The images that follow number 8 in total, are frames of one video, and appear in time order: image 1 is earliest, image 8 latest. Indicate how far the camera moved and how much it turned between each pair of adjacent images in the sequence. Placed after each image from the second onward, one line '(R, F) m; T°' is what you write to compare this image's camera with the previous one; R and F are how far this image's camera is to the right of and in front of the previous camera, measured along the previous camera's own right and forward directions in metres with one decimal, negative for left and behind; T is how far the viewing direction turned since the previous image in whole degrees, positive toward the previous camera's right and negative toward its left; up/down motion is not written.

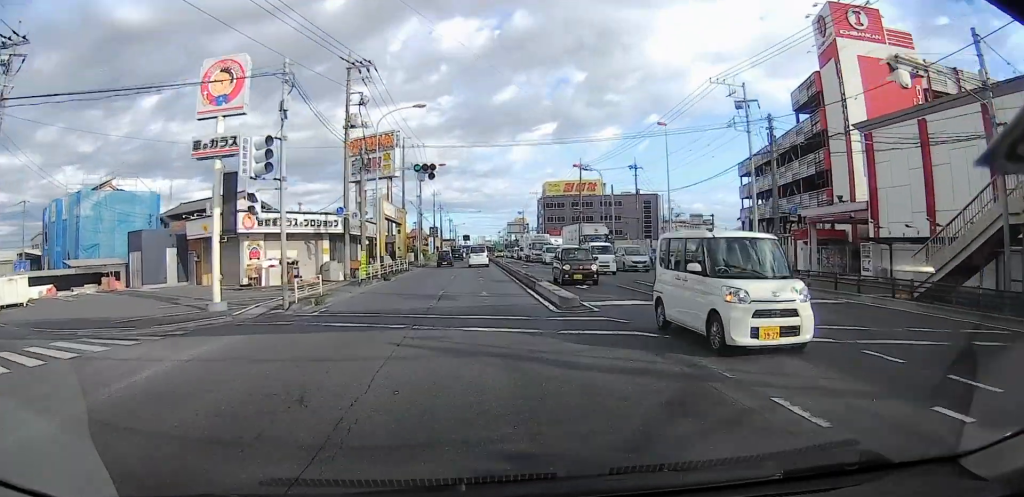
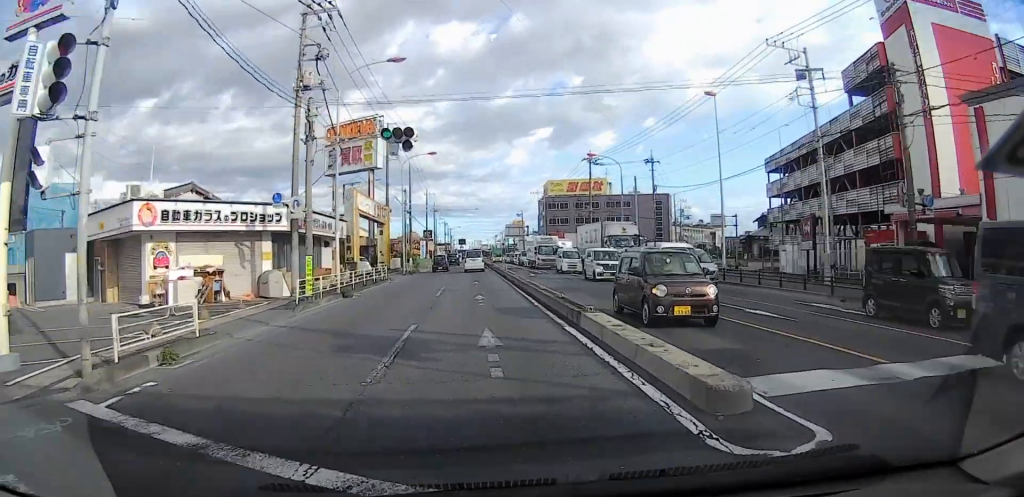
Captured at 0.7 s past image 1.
(-0.1, +8.0) m; -2°
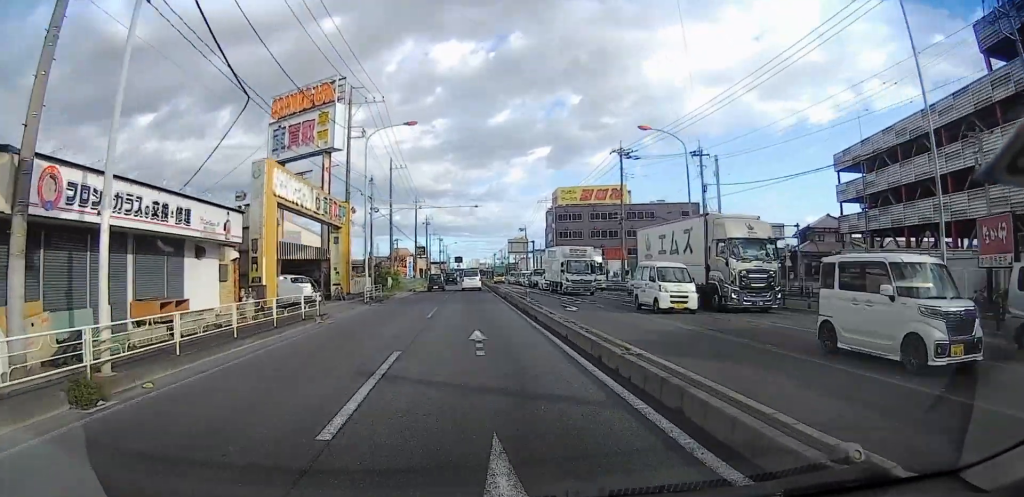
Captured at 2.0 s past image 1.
(-0.4, +14.8) m; -1°
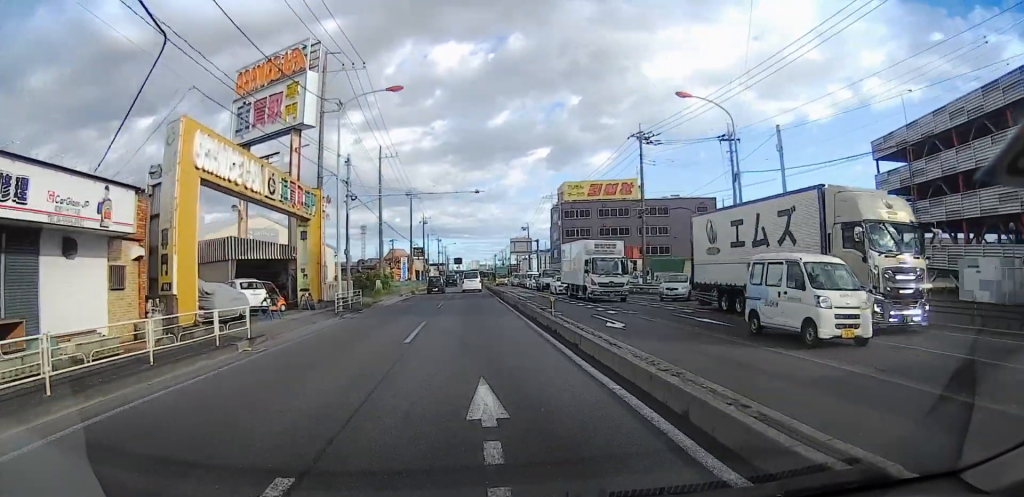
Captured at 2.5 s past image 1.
(+0.1, +6.9) m; 0°
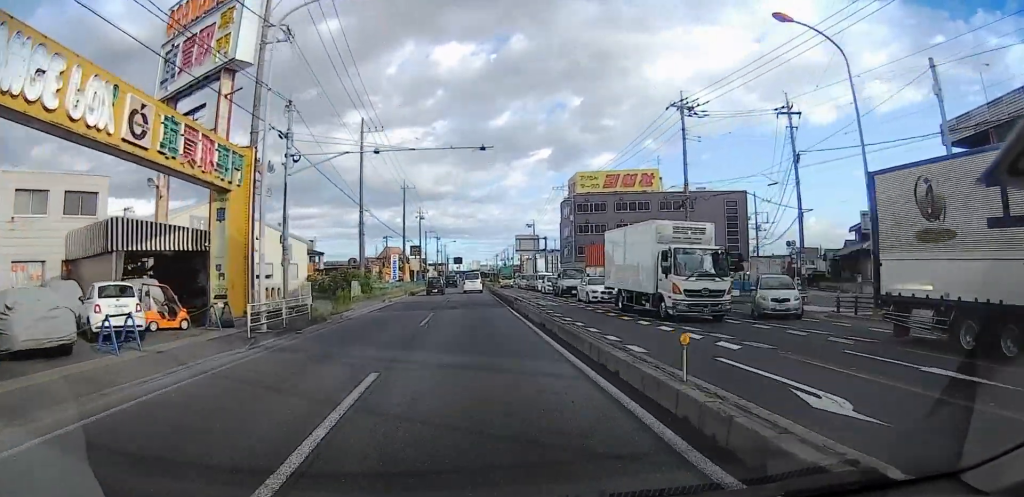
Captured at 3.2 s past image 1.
(0.0, +9.7) m; 0°
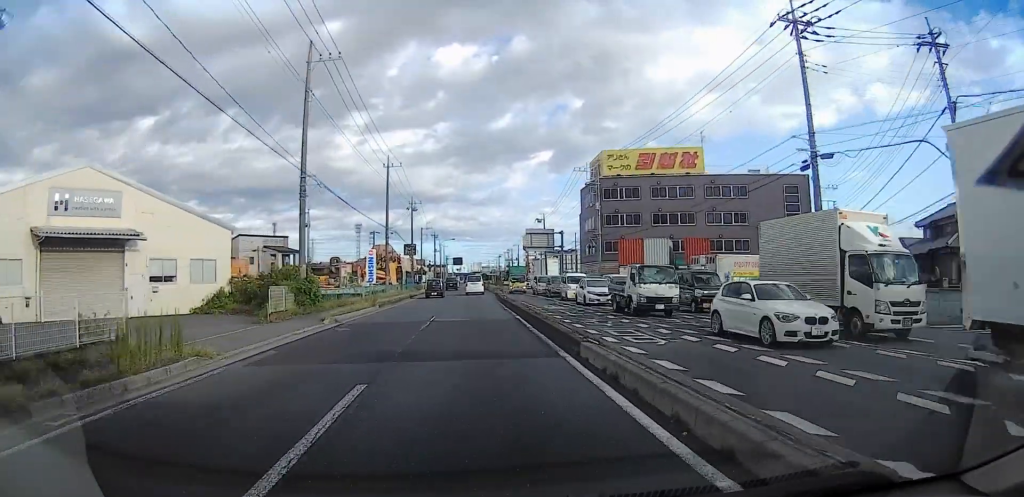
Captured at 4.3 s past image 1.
(-0.1, +15.5) m; 0°
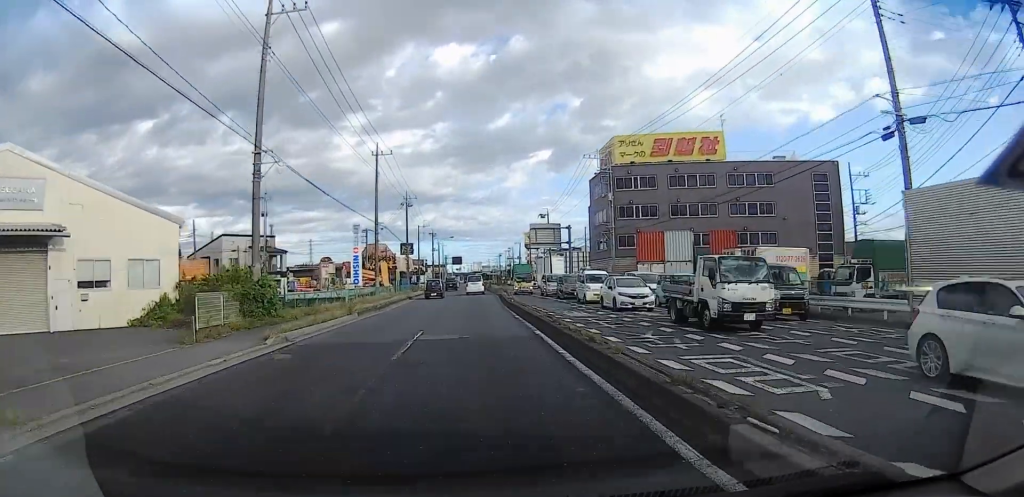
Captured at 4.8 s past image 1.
(0.0, +6.2) m; 0°
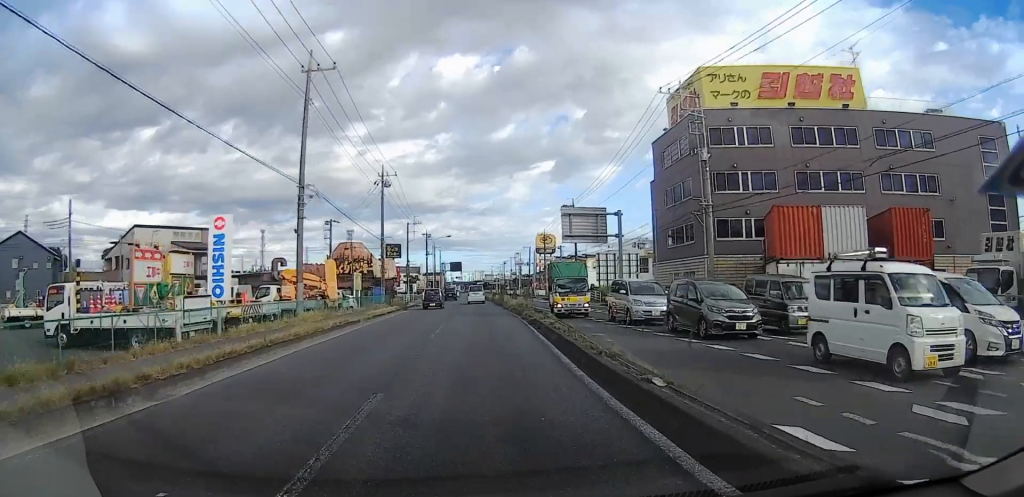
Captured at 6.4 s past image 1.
(+0.2, +23.8) m; +1°
